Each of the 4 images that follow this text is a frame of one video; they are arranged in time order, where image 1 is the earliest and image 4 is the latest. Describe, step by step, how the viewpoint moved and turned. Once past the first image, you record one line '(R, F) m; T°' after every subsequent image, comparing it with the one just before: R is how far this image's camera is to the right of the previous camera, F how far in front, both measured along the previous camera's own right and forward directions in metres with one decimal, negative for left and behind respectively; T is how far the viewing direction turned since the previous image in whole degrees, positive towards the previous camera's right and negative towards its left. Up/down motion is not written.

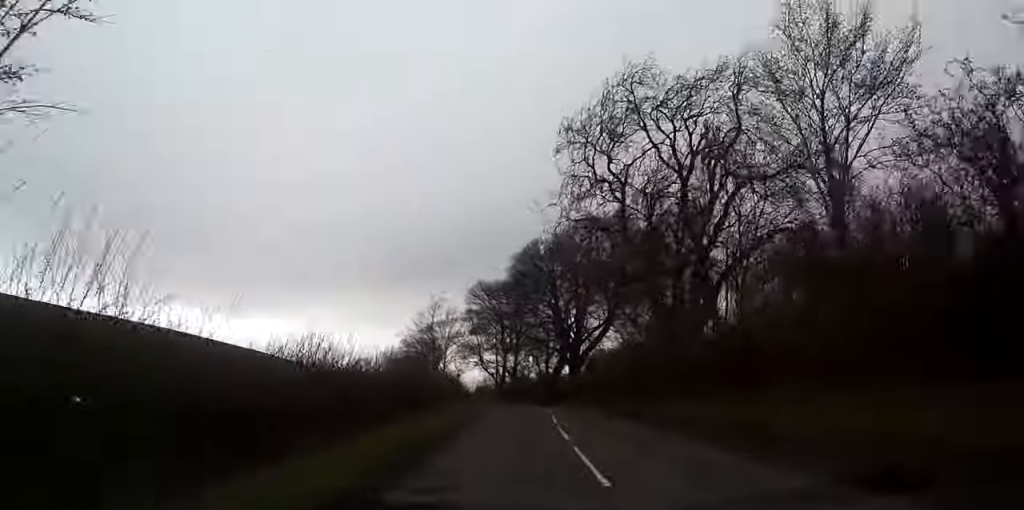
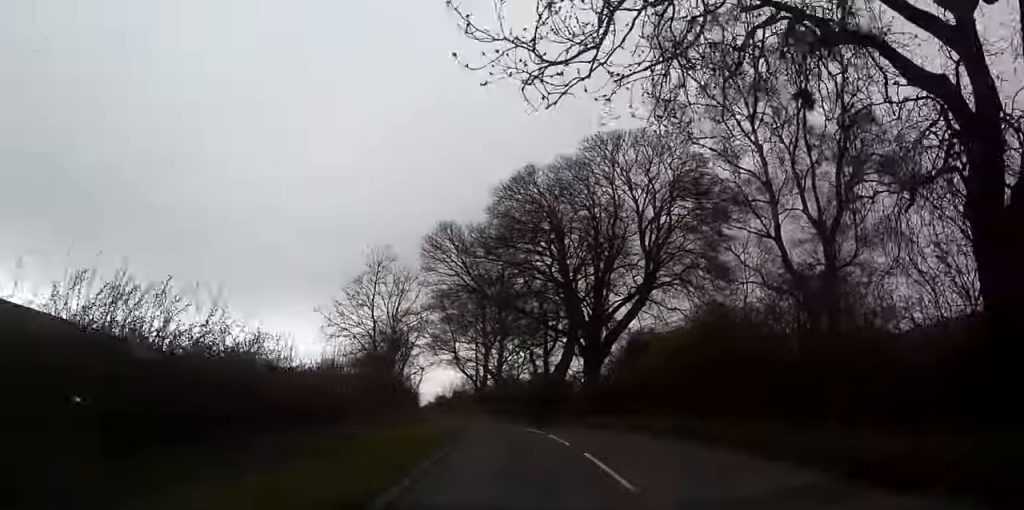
(+0.4, +27.3) m; +1°
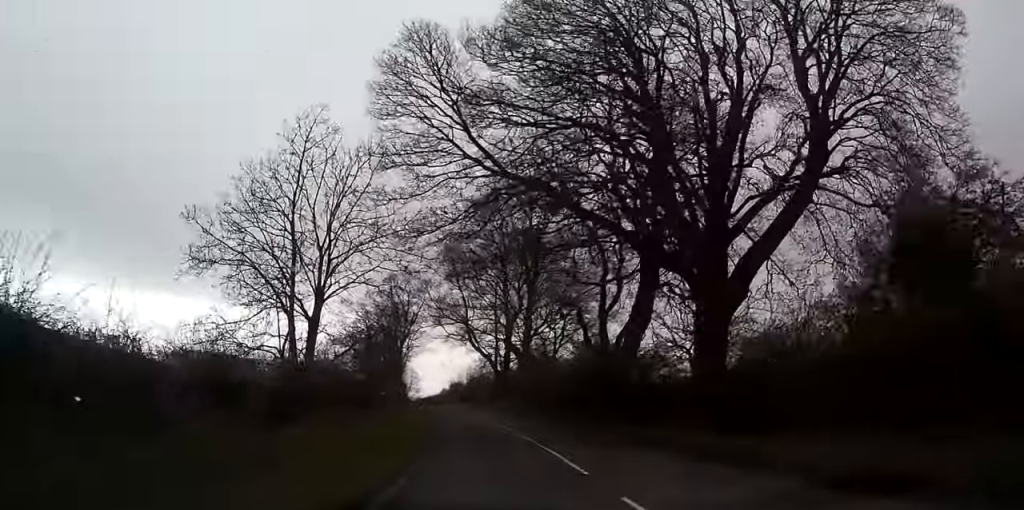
(0.0, +24.3) m; -4°
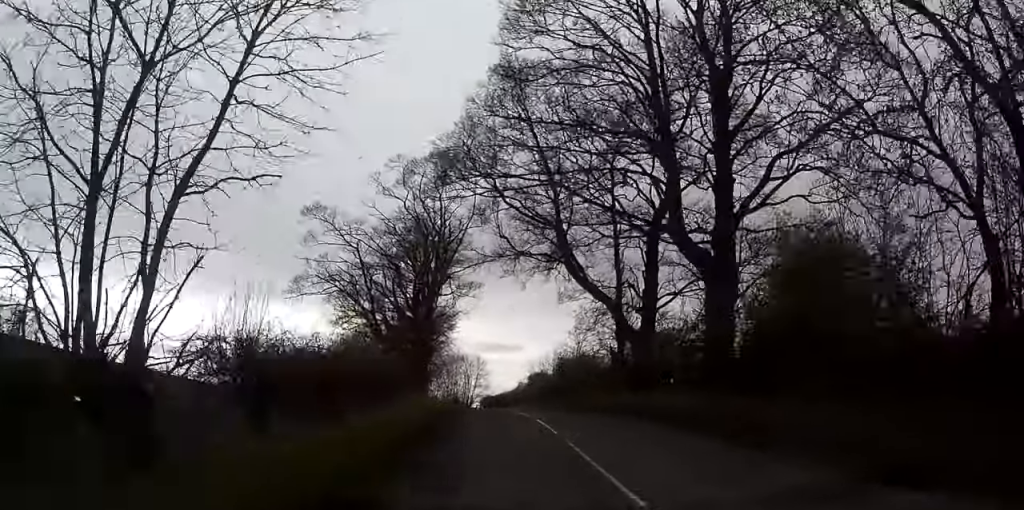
(-2.6, +40.1) m; -4°
